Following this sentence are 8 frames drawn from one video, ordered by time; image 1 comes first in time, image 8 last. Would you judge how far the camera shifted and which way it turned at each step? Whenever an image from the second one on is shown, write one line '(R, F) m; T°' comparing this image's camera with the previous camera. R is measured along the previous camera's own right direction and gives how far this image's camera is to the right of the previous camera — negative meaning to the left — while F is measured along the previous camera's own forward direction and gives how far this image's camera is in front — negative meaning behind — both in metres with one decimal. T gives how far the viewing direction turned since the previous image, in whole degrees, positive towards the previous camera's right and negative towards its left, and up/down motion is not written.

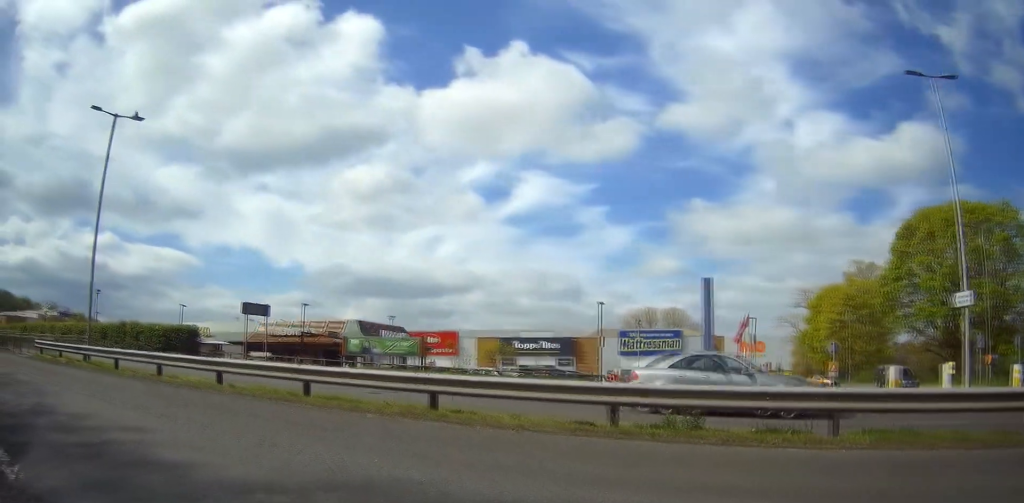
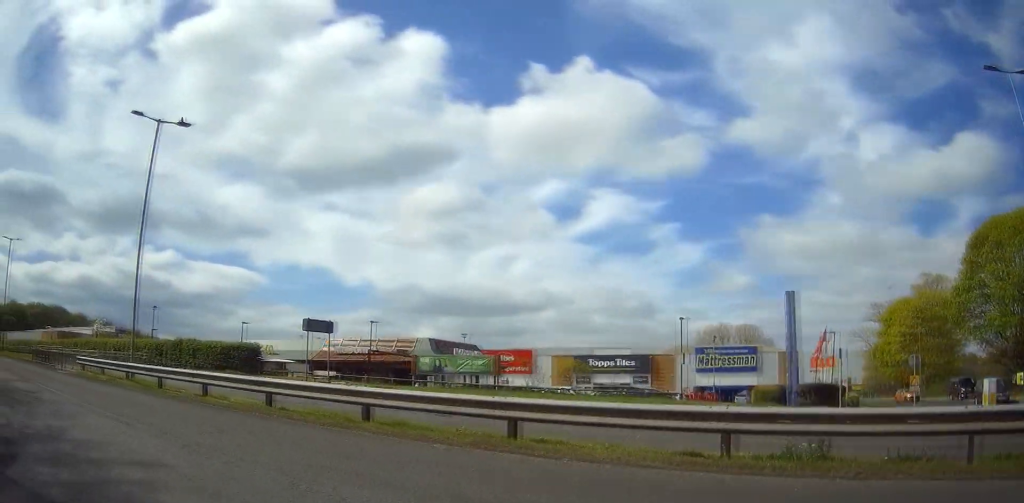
(+0.2, +1.6) m; -8°
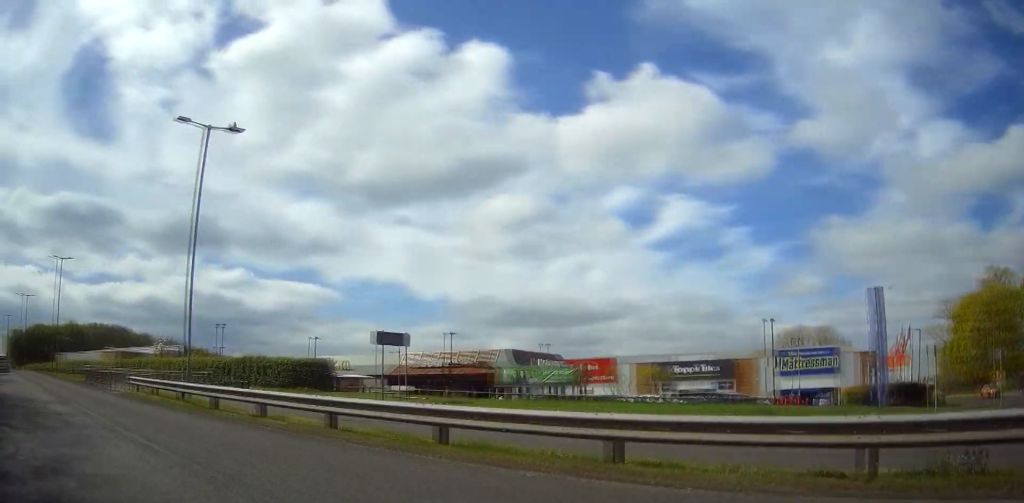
(-0.3, +1.7) m; -12°
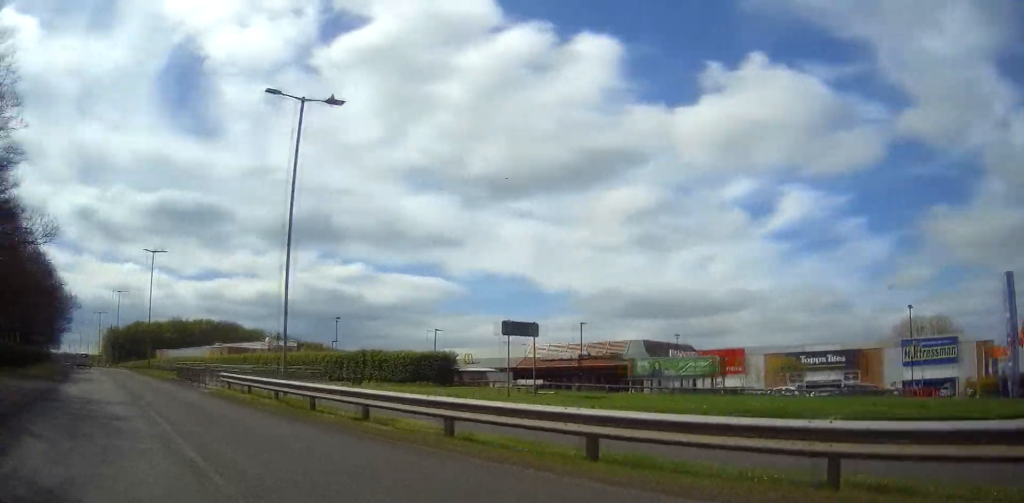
(-0.1, +2.3) m; -15°
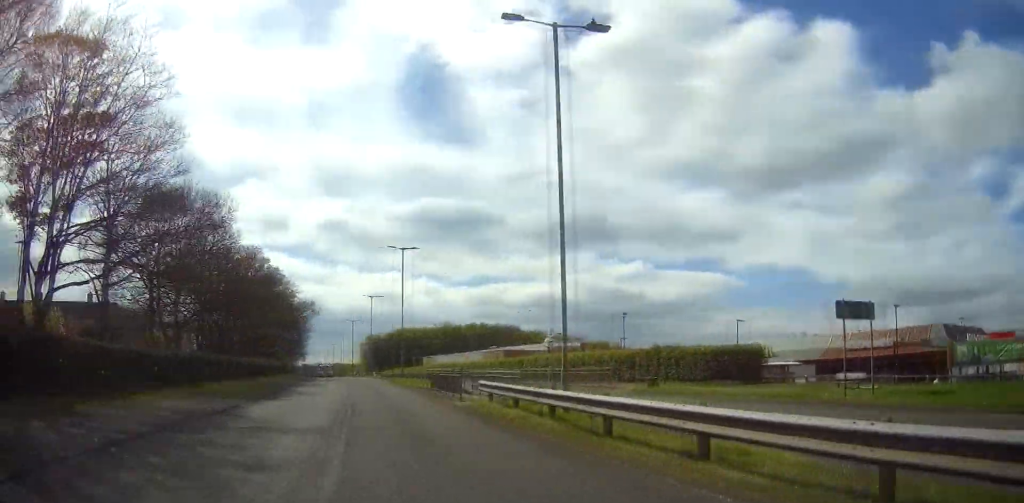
(-1.2, +5.4) m; -26°
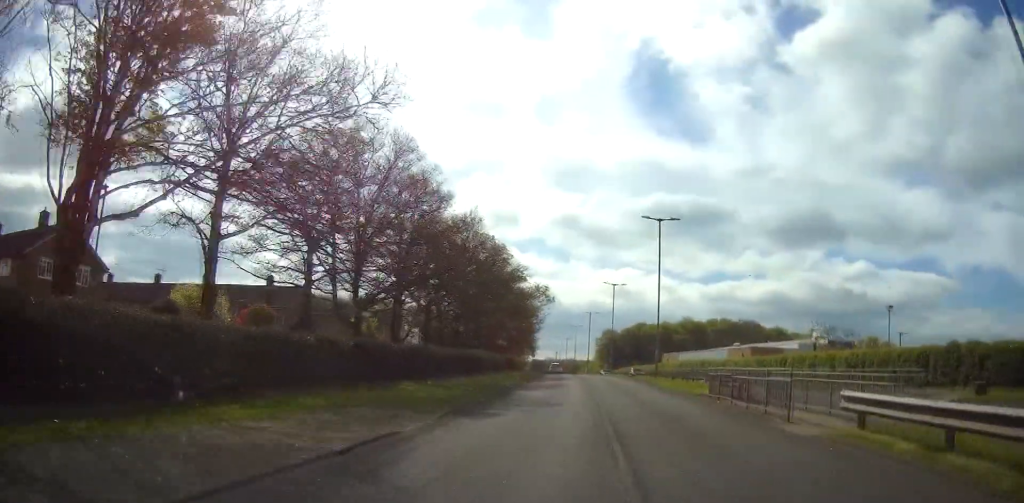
(-1.8, +9.4) m; -10°
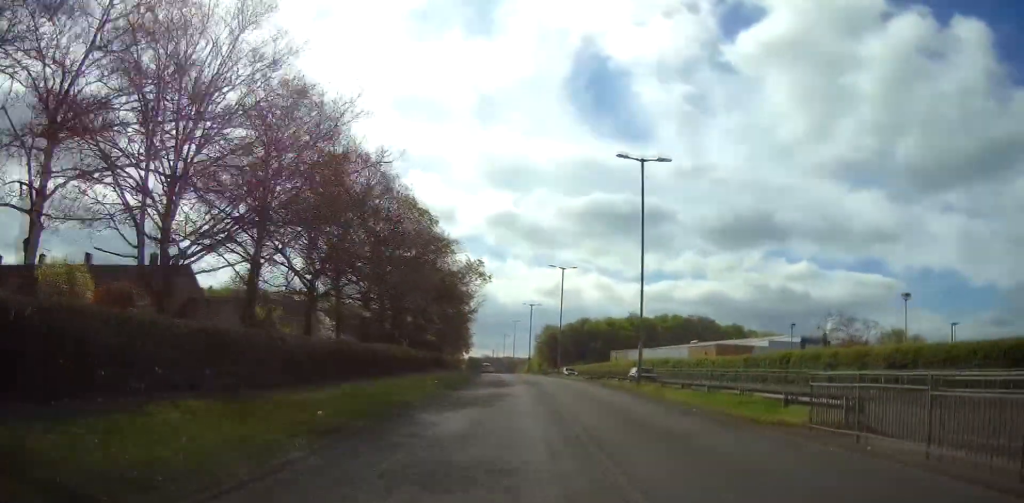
(+0.5, +12.9) m; +4°
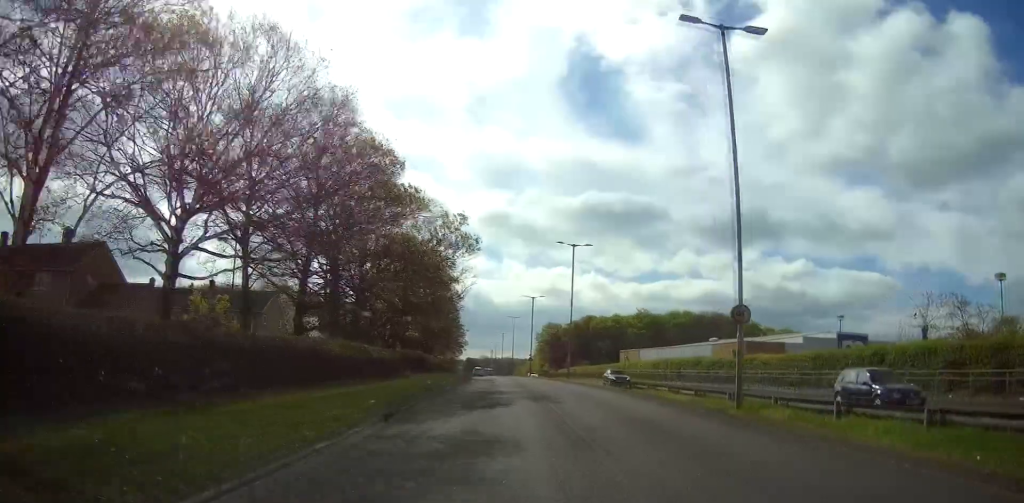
(+0.2, +12.9) m; +1°
